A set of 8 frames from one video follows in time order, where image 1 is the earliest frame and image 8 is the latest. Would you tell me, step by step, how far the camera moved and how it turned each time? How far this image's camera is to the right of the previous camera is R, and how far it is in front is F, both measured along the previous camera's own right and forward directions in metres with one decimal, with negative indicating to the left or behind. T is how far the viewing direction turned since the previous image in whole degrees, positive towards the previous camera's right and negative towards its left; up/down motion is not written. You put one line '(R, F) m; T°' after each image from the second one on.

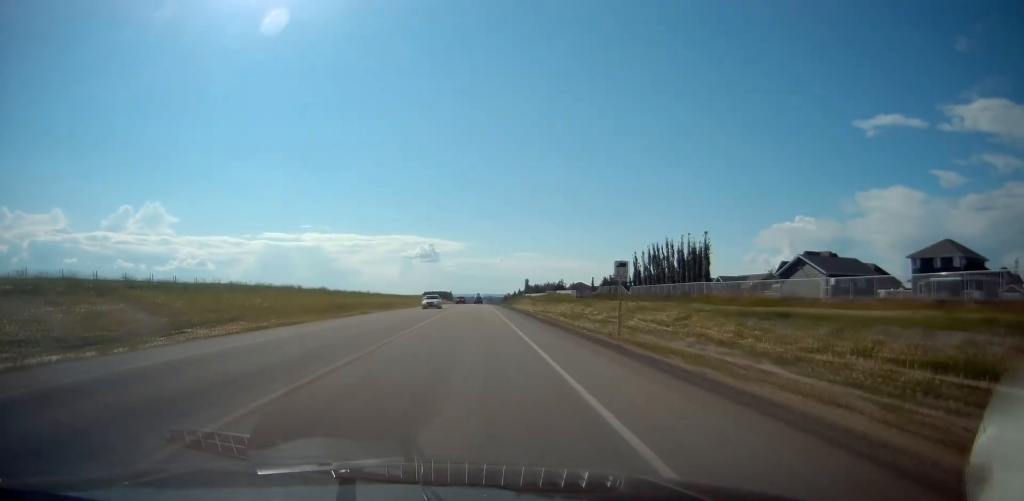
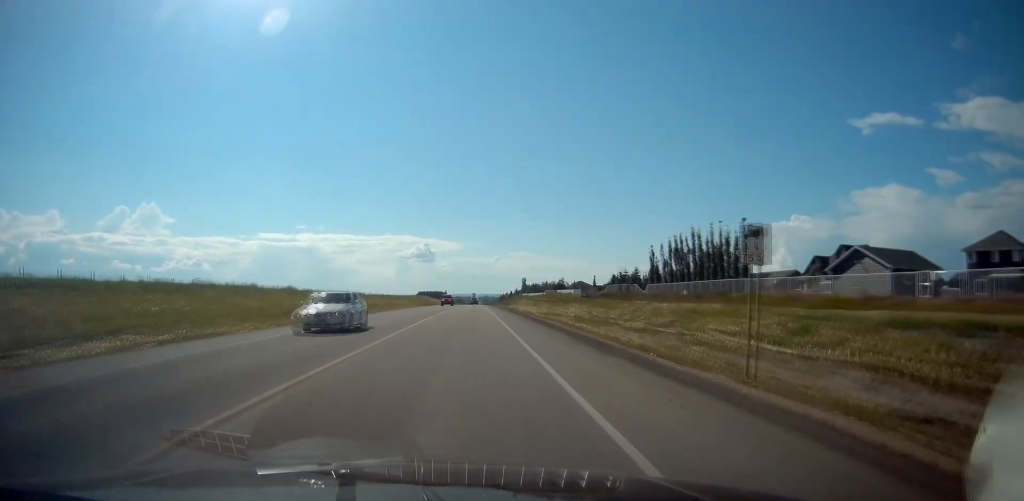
(0.0, +12.8) m; 0°
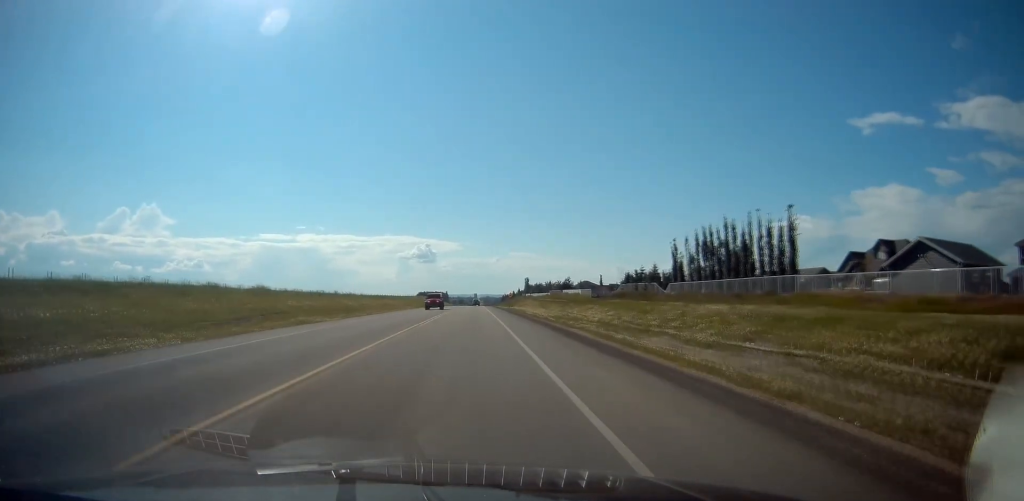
(0.0, +9.9) m; 0°
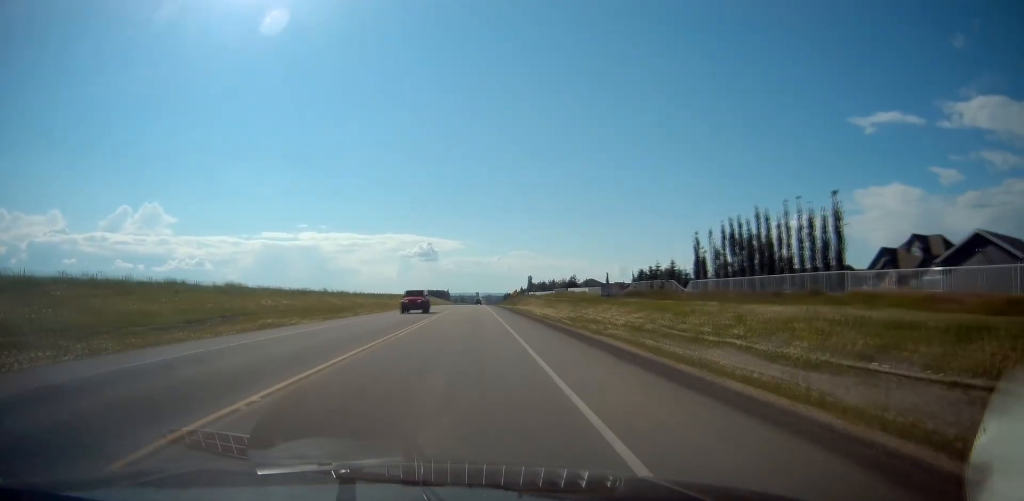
(0.0, +7.7) m; +1°
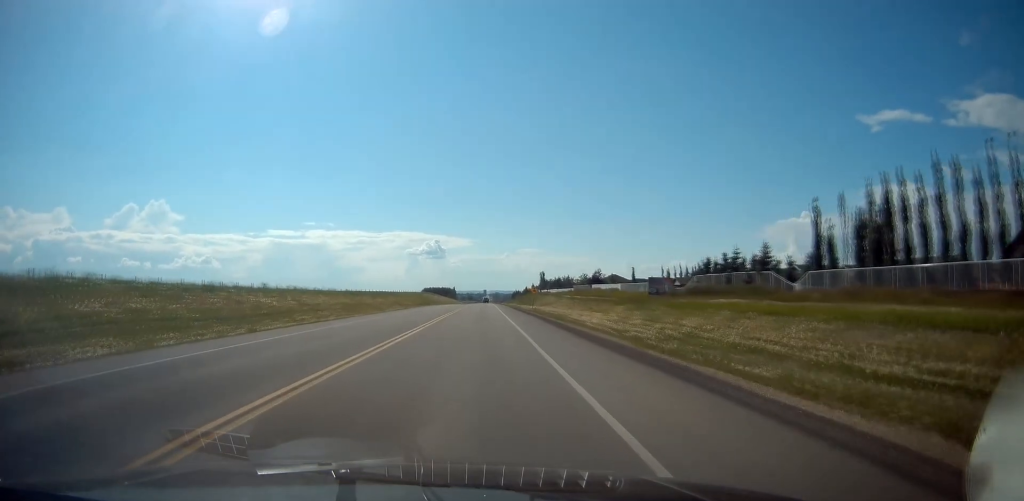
(+0.5, +26.3) m; 0°
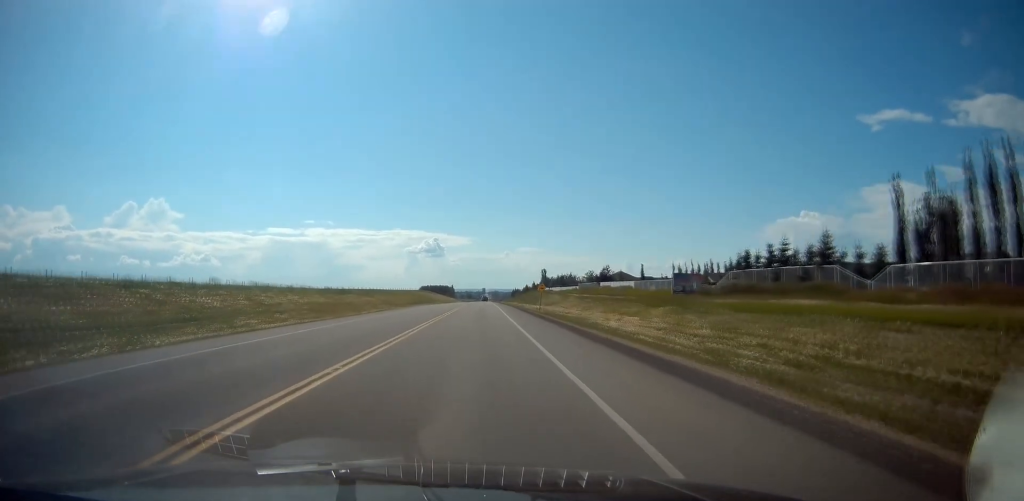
(-0.2, +11.4) m; -1°
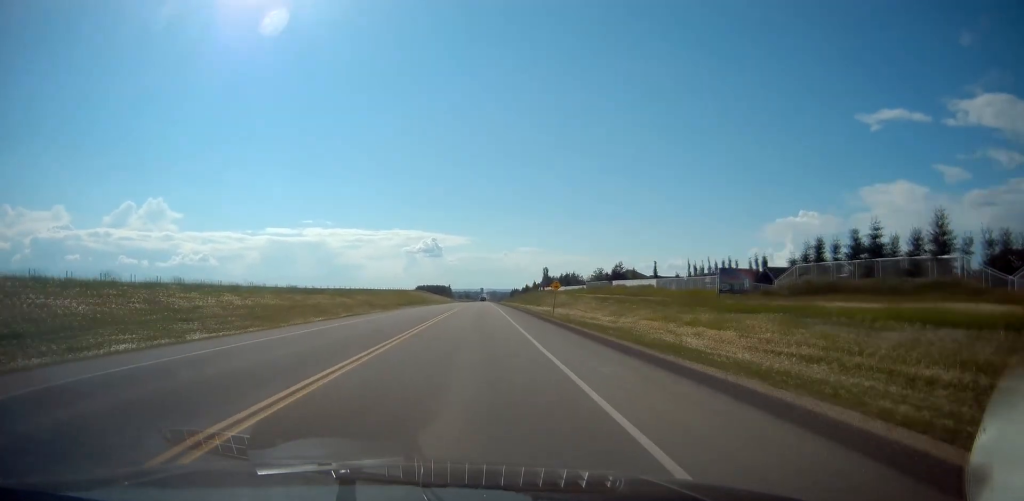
(0.0, +14.8) m; 0°
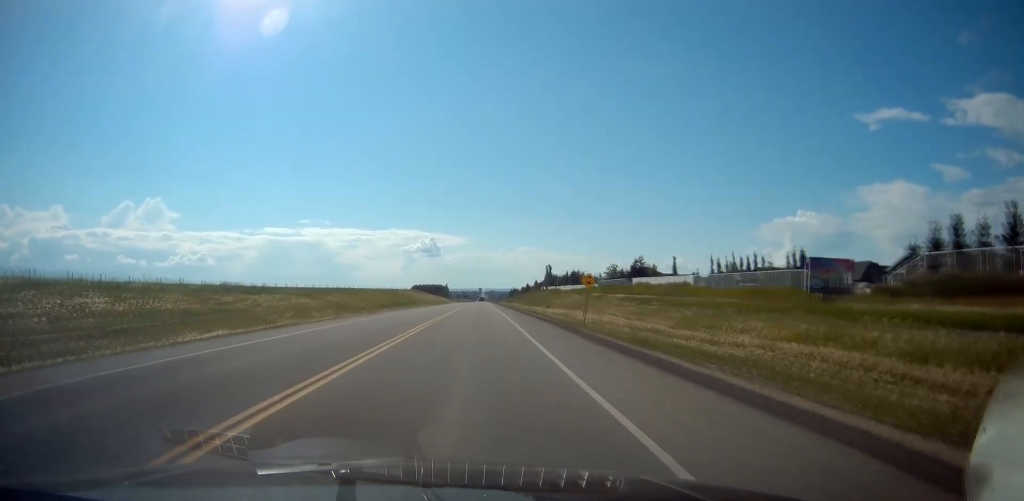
(0.0, +17.4) m; -1°
